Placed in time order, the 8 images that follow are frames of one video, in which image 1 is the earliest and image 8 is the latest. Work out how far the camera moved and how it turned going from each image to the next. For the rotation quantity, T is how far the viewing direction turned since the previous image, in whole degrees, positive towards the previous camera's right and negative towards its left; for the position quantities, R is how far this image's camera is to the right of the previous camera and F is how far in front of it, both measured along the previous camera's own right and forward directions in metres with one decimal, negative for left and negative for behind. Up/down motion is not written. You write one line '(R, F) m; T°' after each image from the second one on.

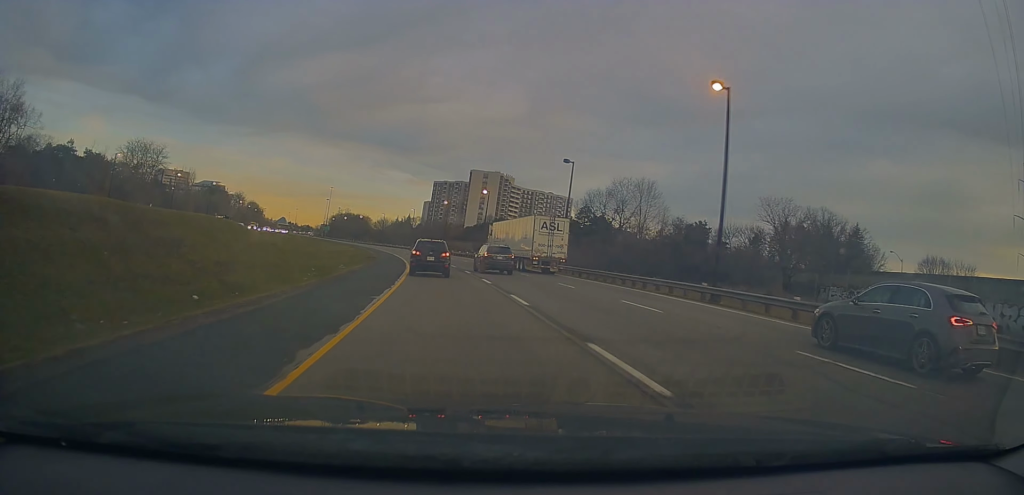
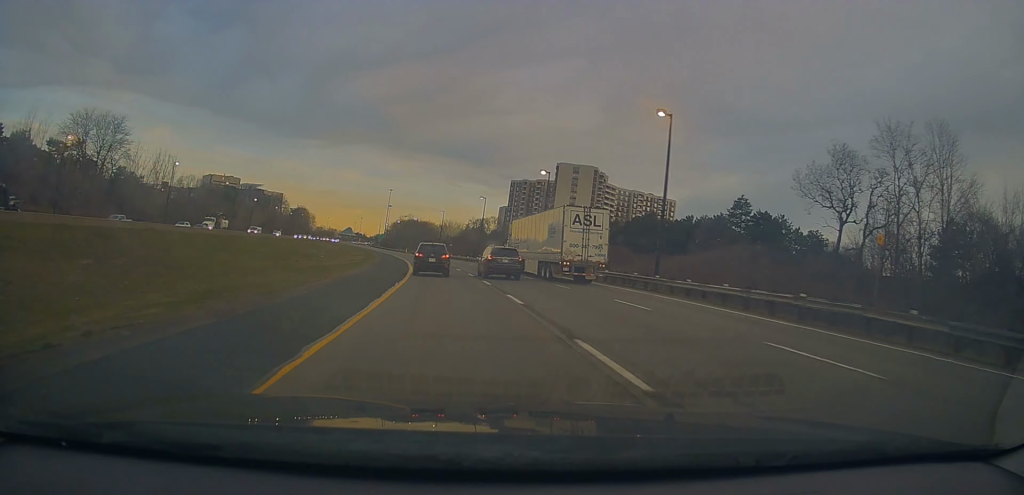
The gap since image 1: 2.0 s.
(-3.3, +56.2) m; -7°
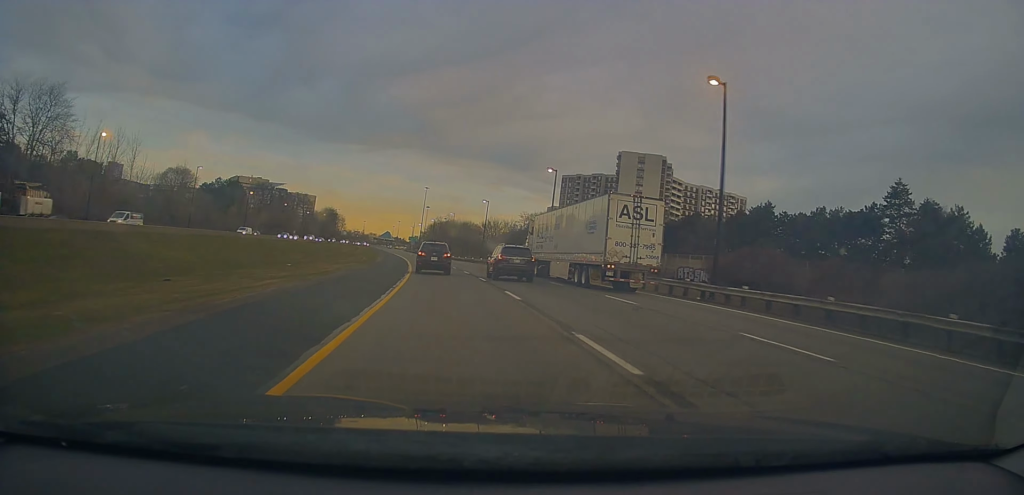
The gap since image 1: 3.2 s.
(-1.7, +34.9) m; -5°
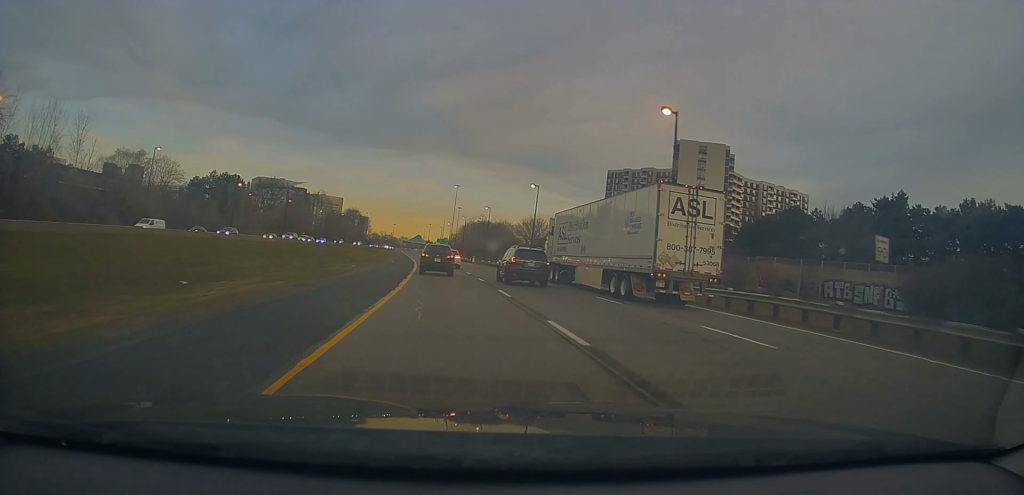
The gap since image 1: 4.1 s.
(-0.8, +26.5) m; -2°
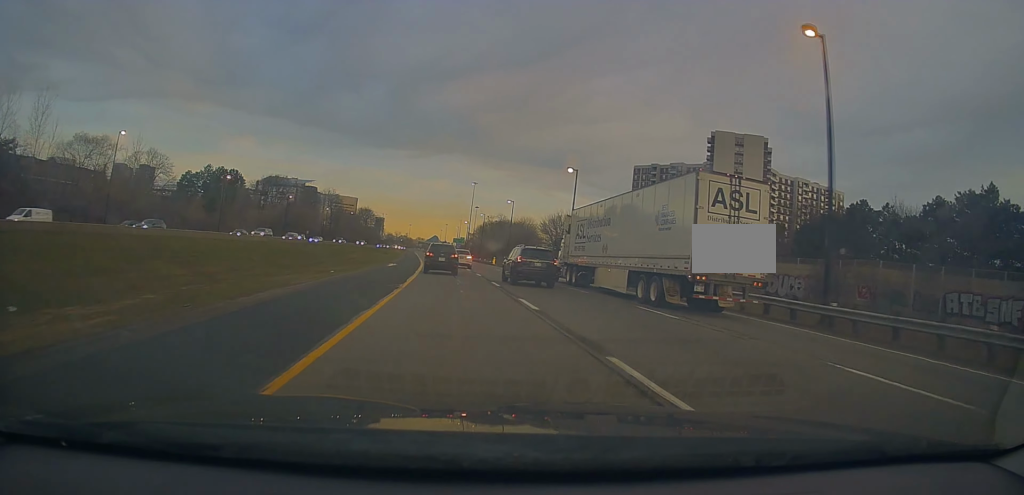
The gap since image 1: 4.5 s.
(+0.1, +14.0) m; -1°
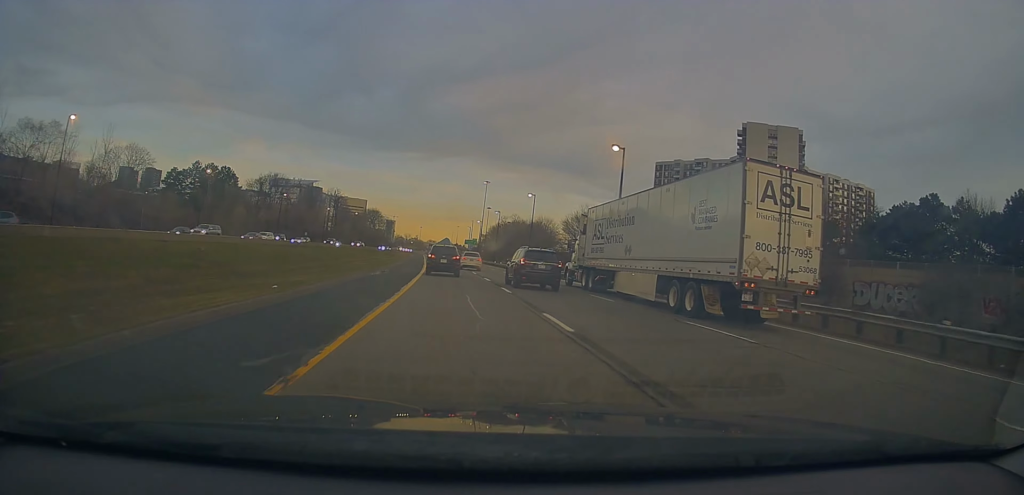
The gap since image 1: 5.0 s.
(-0.2, +13.1) m; -1°
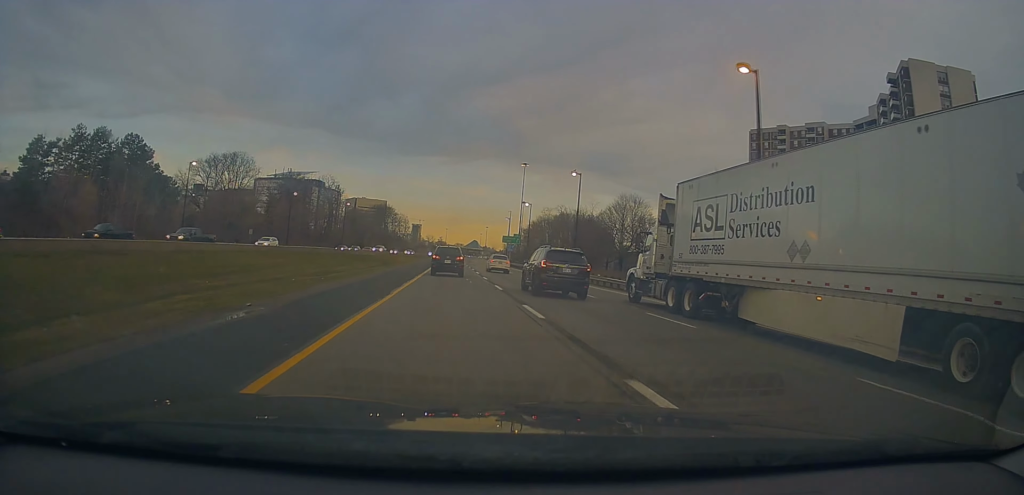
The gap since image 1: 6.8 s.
(-2.5, +55.6) m; -4°
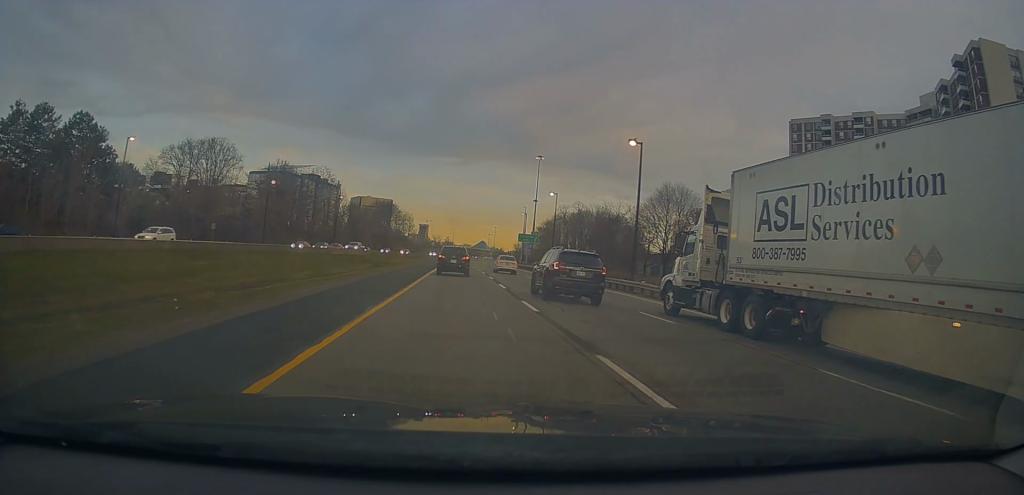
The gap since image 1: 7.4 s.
(0.0, +17.5) m; 0°
